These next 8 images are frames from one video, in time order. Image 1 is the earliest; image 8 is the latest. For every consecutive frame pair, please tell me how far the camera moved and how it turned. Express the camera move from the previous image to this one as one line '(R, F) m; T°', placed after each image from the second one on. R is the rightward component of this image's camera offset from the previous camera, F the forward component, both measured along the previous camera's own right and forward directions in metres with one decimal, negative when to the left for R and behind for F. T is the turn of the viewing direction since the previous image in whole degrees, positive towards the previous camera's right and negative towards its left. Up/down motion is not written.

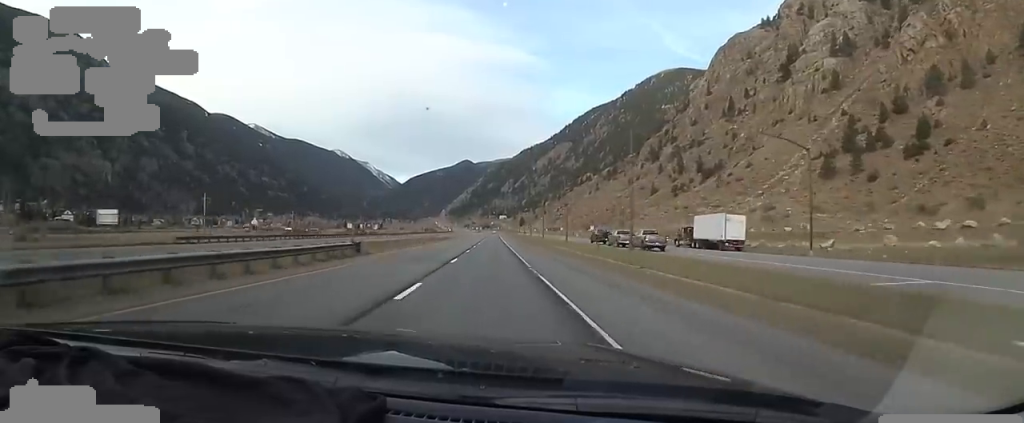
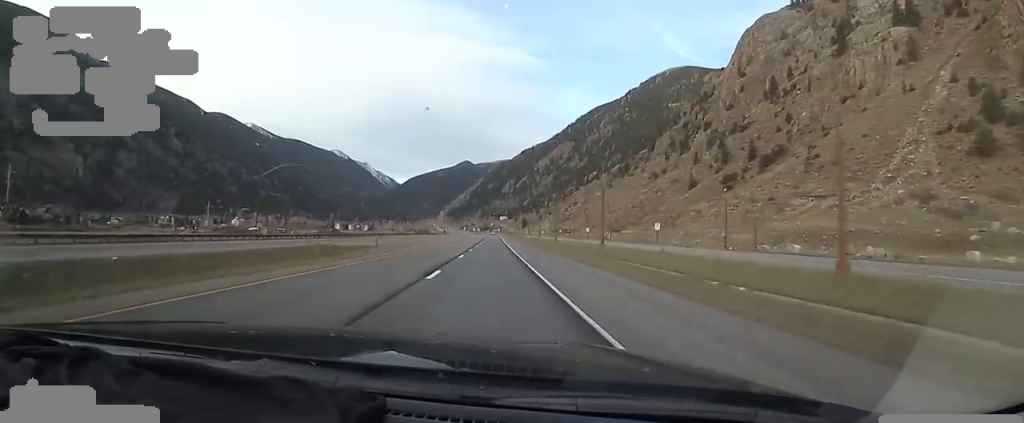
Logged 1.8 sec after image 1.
(+0.1, +56.4) m; -1°
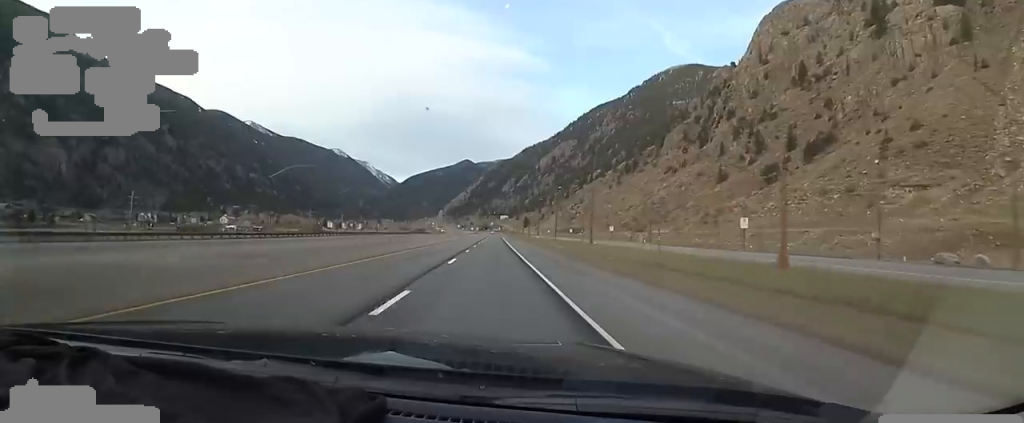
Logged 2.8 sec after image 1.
(-0.1, +30.1) m; +1°
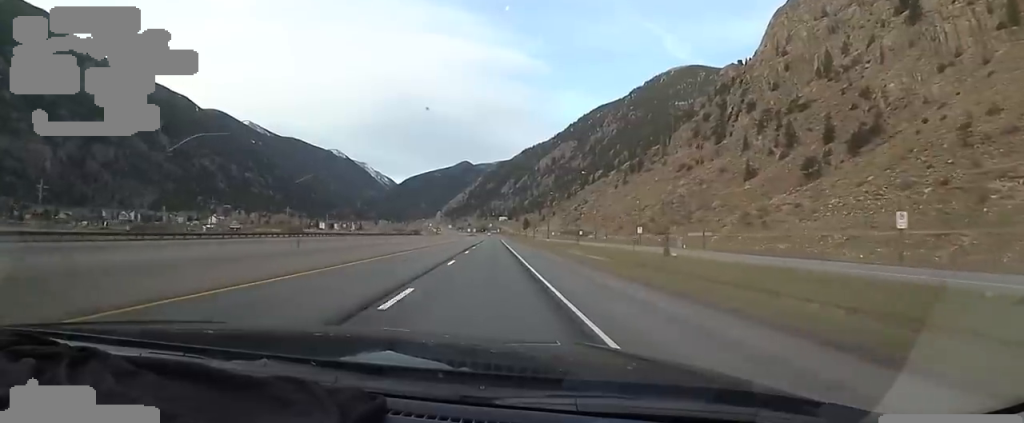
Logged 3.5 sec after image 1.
(+0.3, +24.0) m; +1°
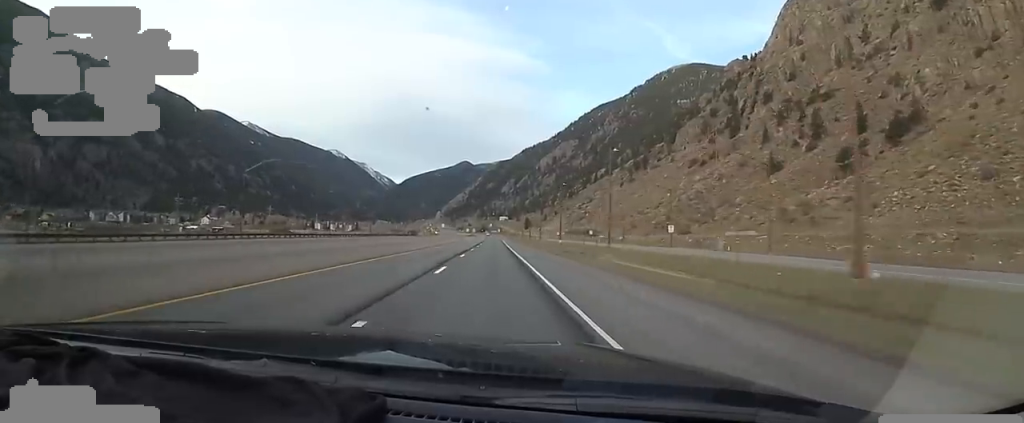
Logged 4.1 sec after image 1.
(0.0, +16.7) m; 0°
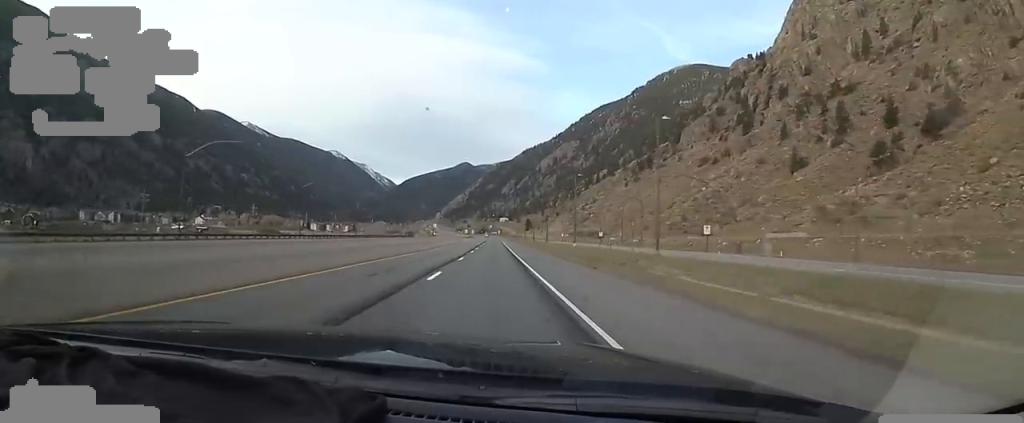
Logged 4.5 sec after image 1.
(0.0, +13.5) m; 0°
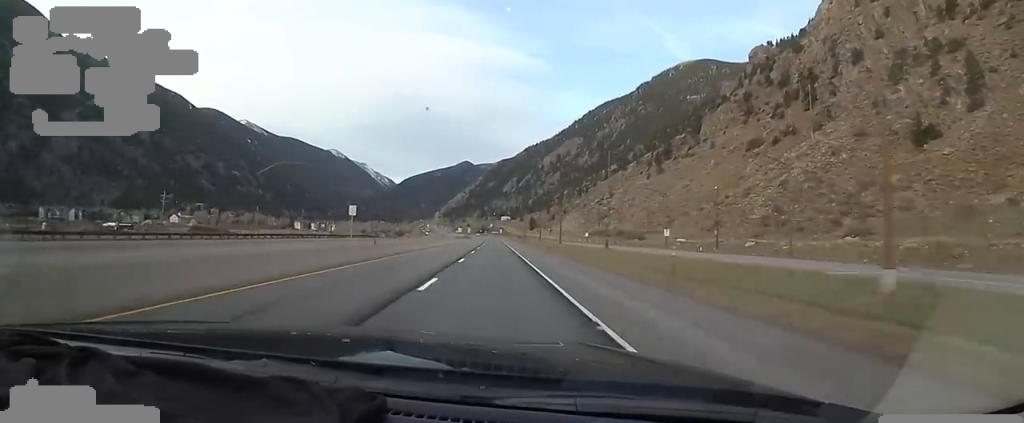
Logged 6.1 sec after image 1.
(-1.5, +50.7) m; -2°
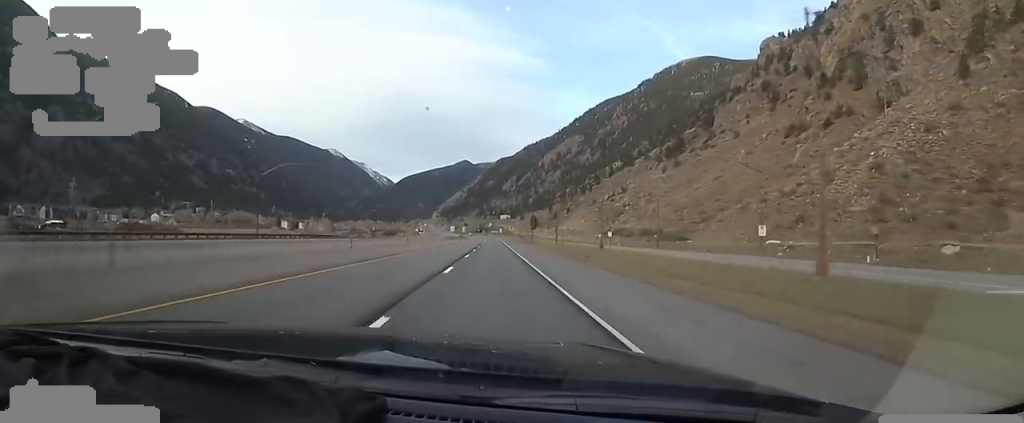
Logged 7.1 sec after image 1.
(+0.5, +31.1) m; 0°
